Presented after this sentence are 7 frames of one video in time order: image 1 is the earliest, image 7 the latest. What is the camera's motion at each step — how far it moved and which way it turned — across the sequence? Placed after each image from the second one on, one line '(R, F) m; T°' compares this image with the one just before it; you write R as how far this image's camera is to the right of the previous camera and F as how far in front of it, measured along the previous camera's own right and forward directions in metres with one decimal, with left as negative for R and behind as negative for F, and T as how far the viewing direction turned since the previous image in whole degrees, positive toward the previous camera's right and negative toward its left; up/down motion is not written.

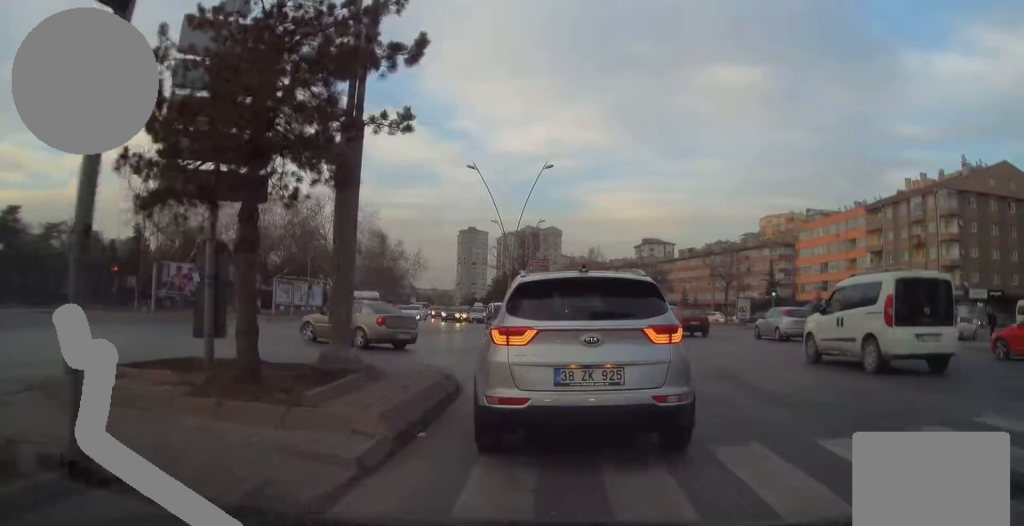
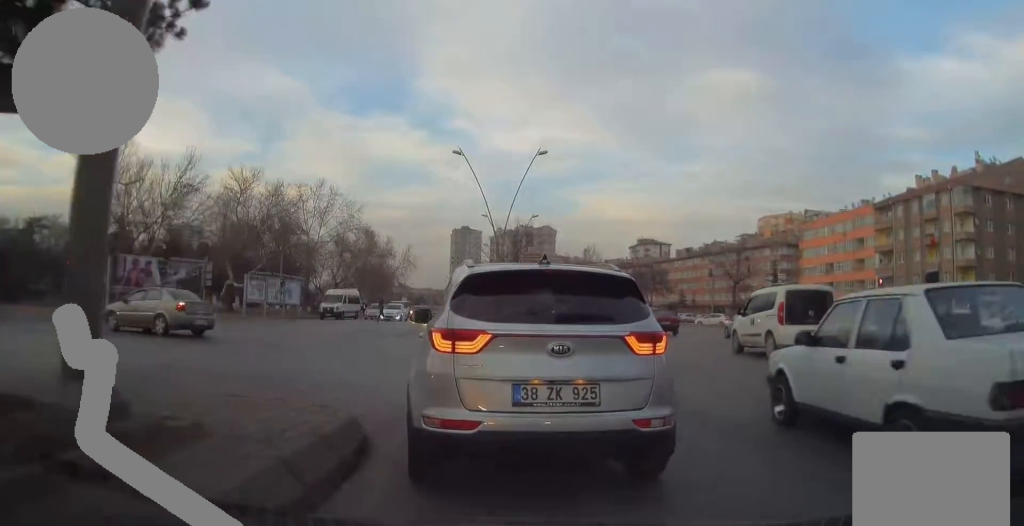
(0.0, +4.0) m; 0°
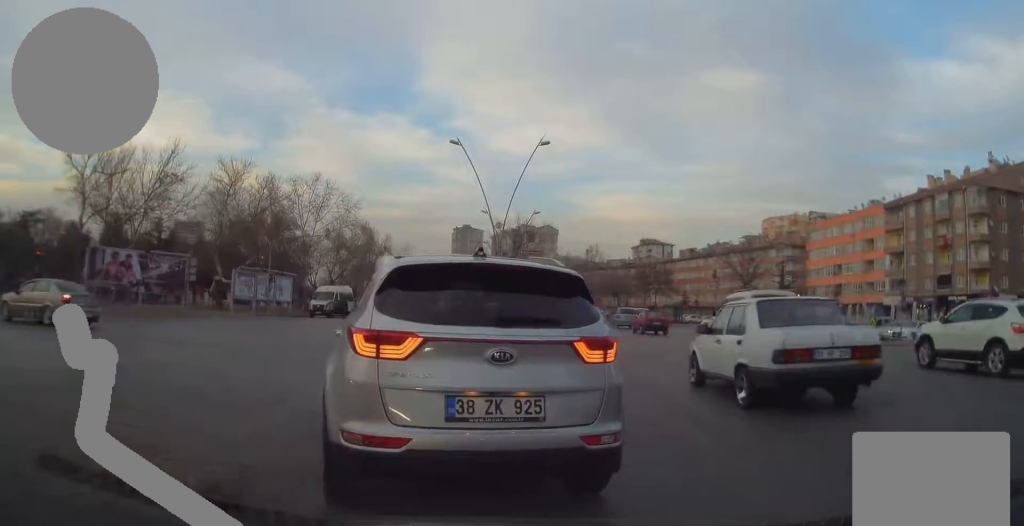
(0.0, +2.3) m; 0°
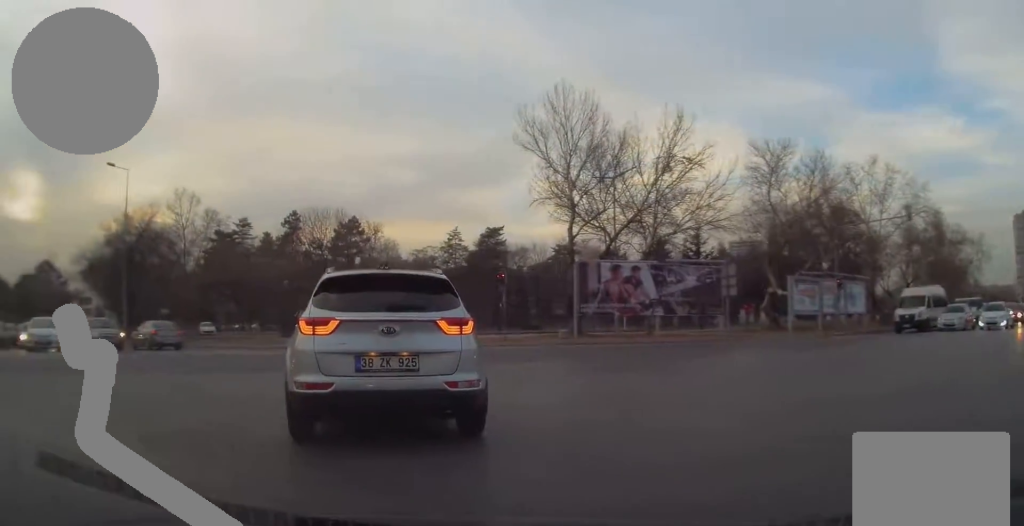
(-3.5, +11.6) m; -49°
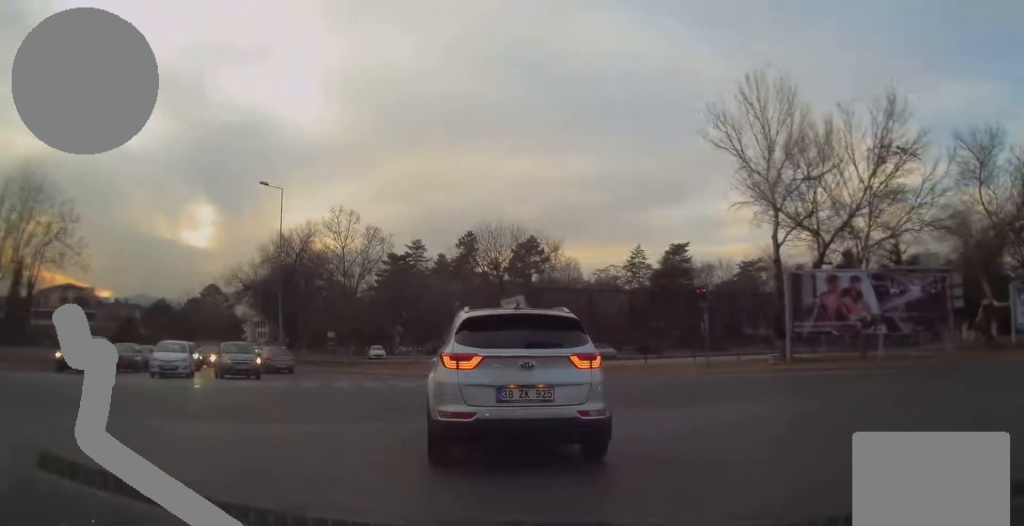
(-0.4, +3.7) m; -18°
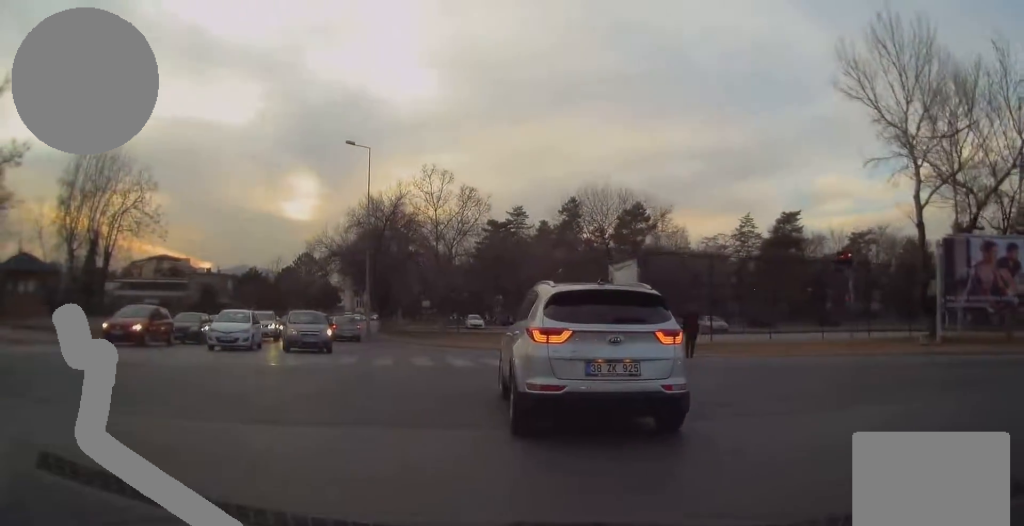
(-0.7, +3.4) m; -10°
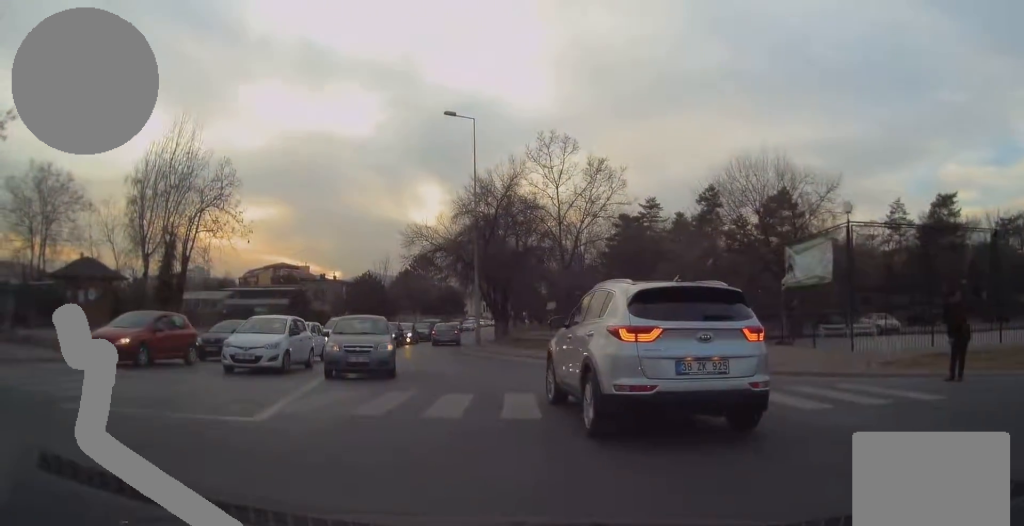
(-1.1, +7.9) m; -14°
